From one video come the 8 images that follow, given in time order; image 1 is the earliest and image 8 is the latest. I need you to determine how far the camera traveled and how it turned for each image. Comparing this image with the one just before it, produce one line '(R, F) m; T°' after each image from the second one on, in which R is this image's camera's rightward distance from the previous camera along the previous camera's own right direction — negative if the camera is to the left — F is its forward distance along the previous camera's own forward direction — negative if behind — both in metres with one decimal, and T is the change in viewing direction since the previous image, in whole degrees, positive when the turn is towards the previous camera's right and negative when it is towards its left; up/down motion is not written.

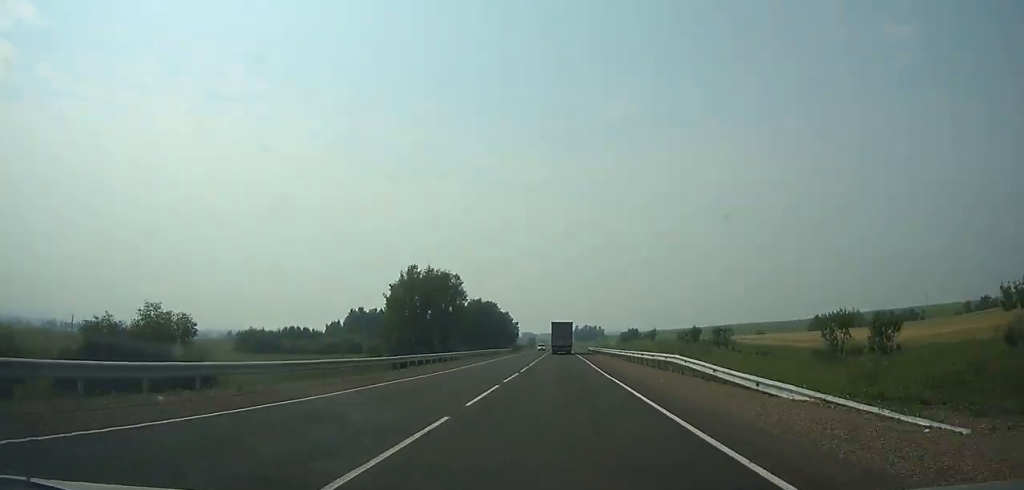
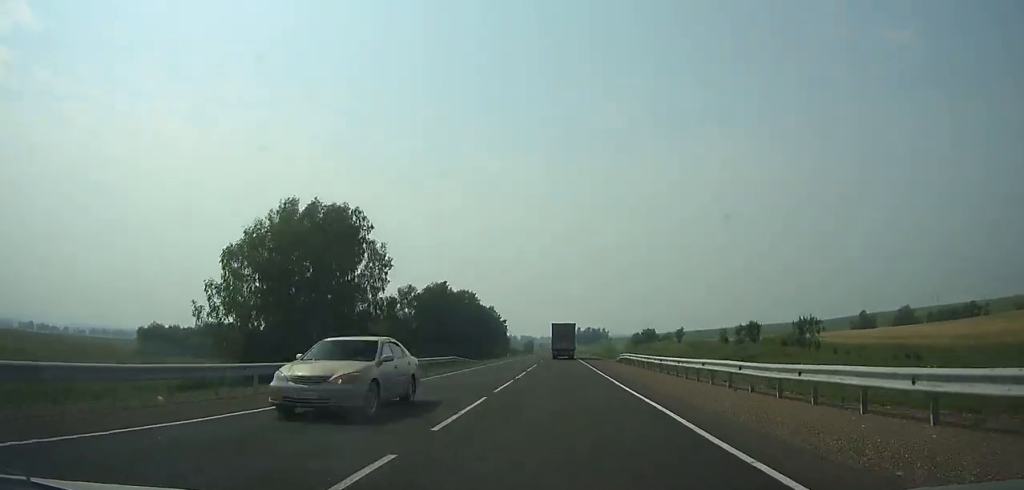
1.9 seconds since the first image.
(-0.1, +52.3) m; 0°
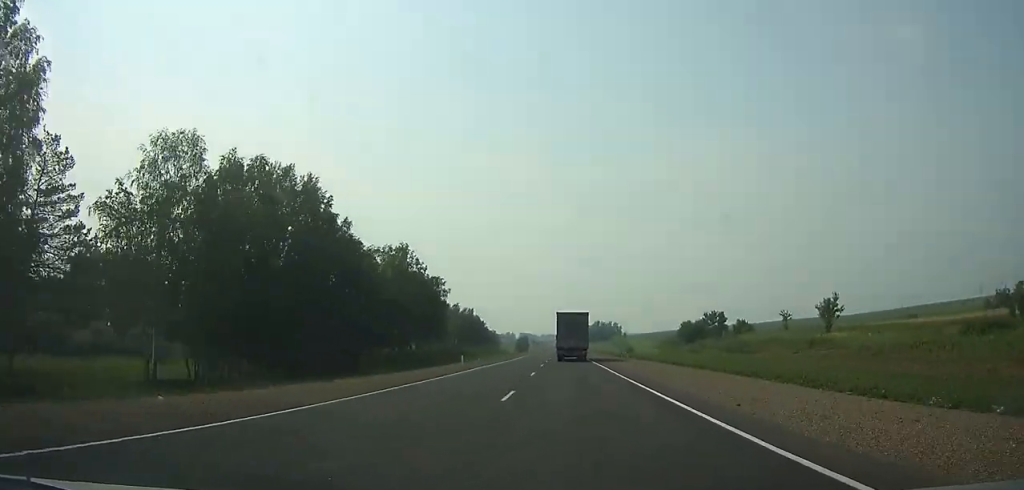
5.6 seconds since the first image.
(-0.1, +97.9) m; 0°
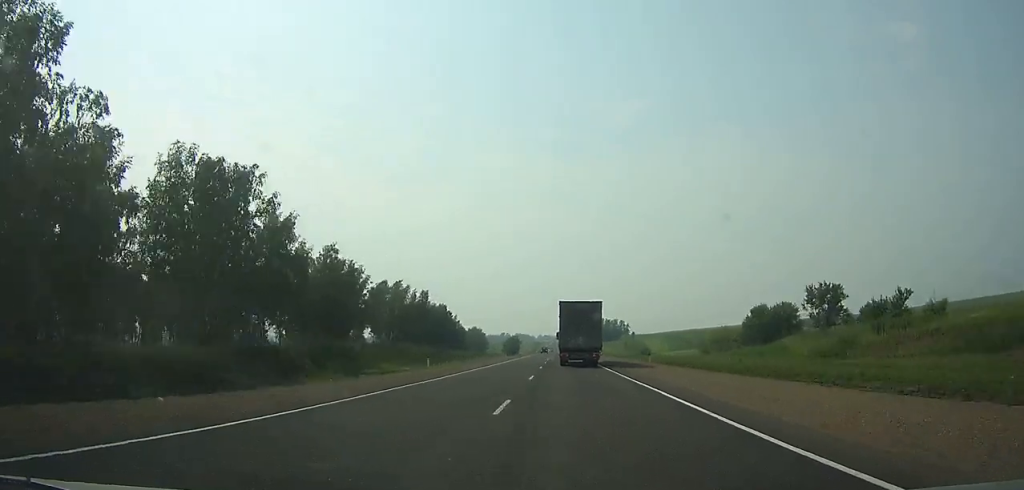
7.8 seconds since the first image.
(0.0, +57.5) m; 0°
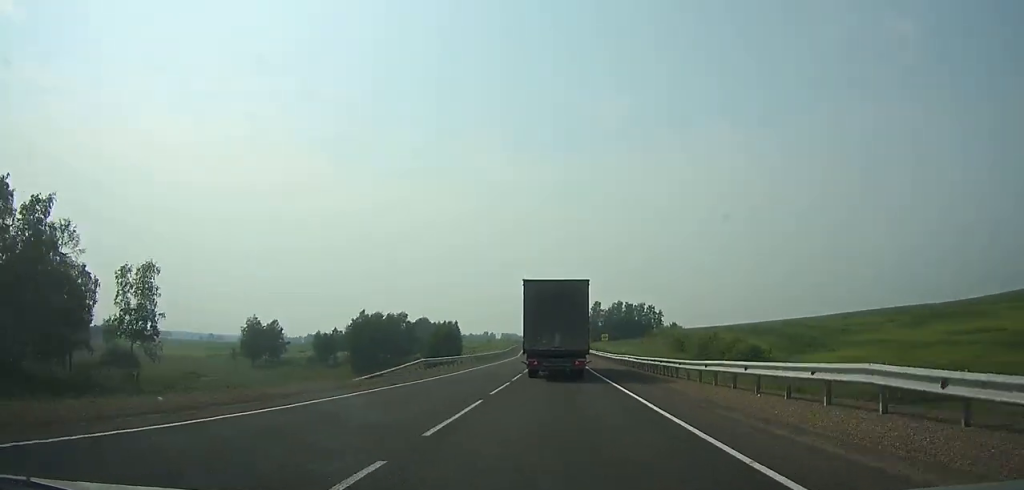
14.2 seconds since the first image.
(+0.7, +159.1) m; 0°
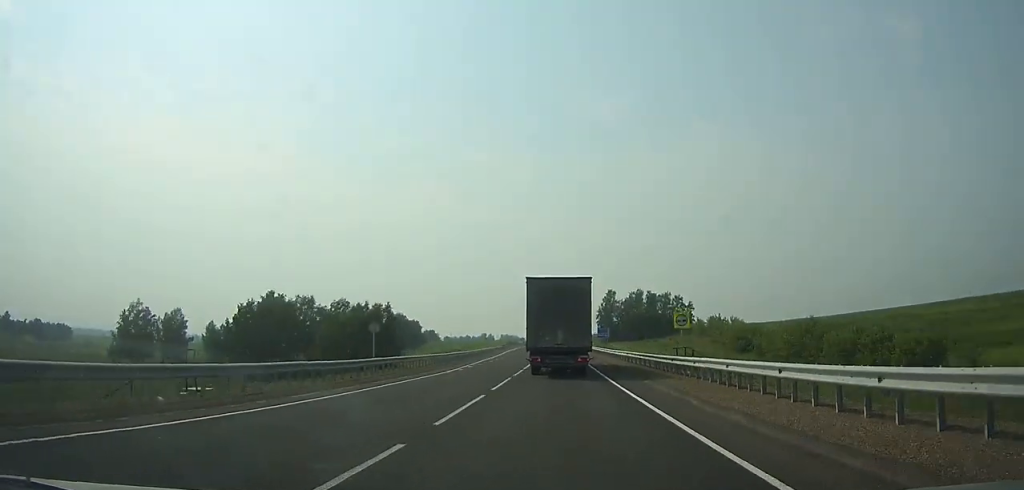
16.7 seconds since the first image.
(0.0, +55.1) m; 0°
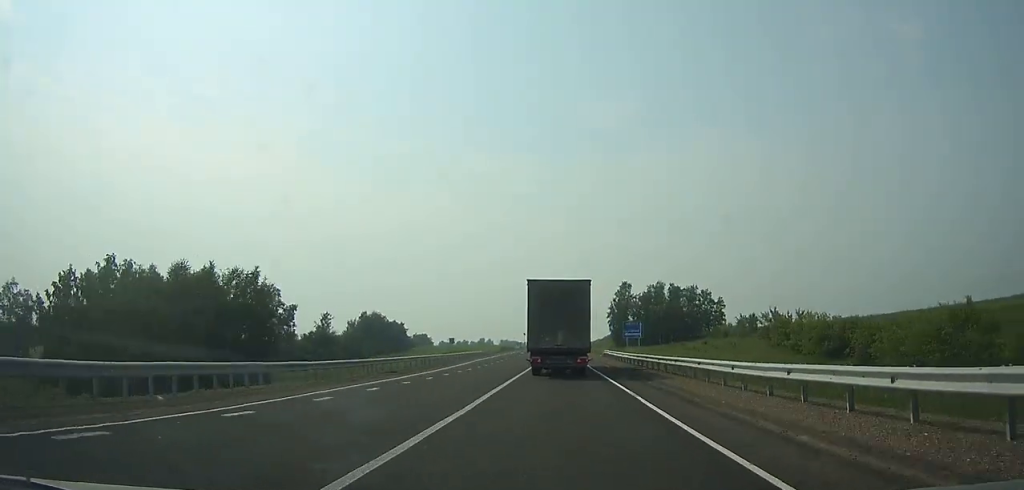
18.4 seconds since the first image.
(-0.1, +35.3) m; 0°
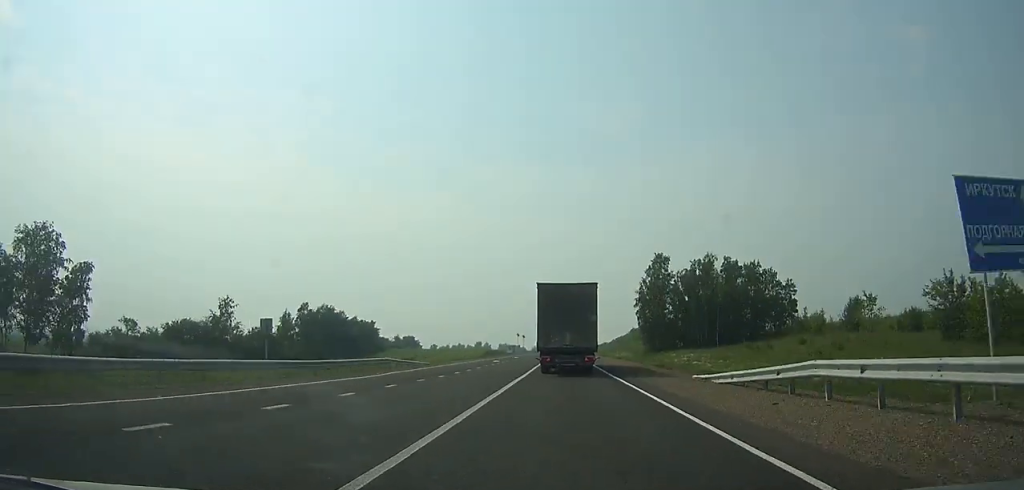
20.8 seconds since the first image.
(0.0, +48.4) m; 0°
